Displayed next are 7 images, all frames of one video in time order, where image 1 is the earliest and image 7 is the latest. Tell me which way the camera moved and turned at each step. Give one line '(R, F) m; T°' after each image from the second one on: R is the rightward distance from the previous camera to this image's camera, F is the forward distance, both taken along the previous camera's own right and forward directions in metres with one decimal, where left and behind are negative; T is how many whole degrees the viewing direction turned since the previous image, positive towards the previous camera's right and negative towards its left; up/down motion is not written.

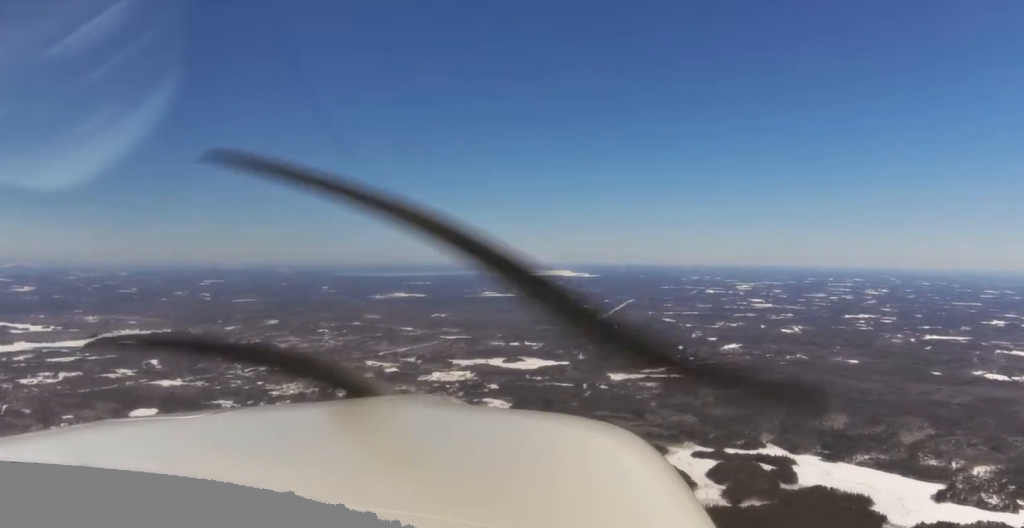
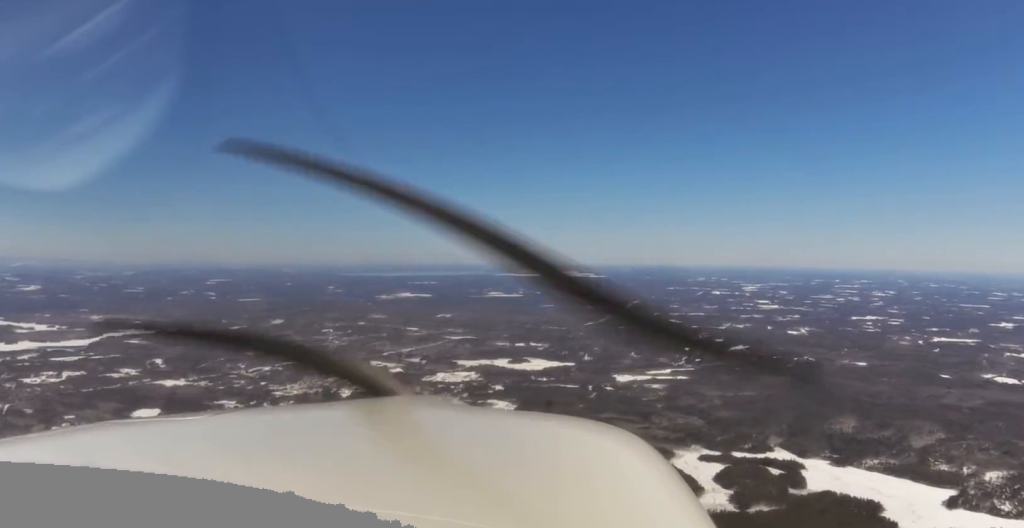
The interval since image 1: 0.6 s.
(0.0, +42.0) m; 0°
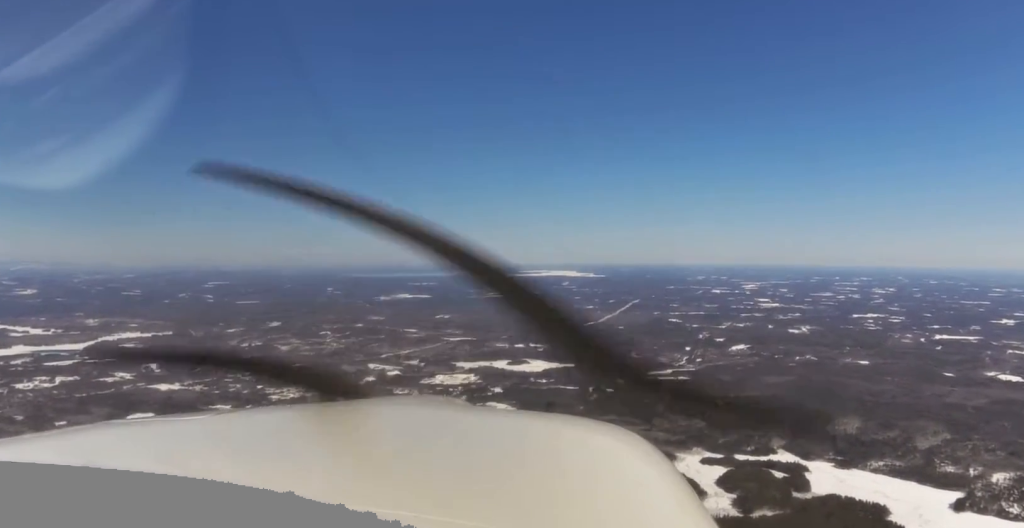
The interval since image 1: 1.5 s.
(0.0, +57.1) m; 0°
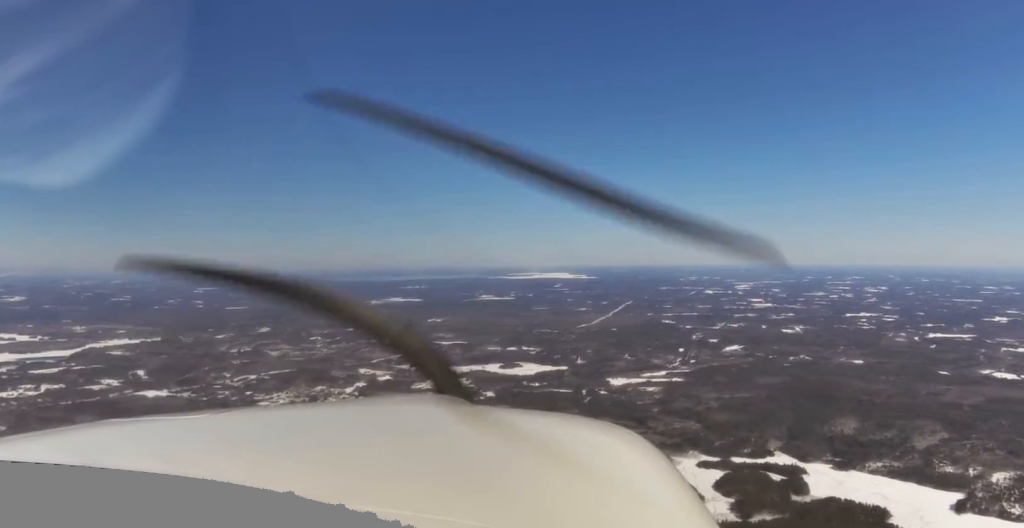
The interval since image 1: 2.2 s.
(-0.2, +46.0) m; -1°
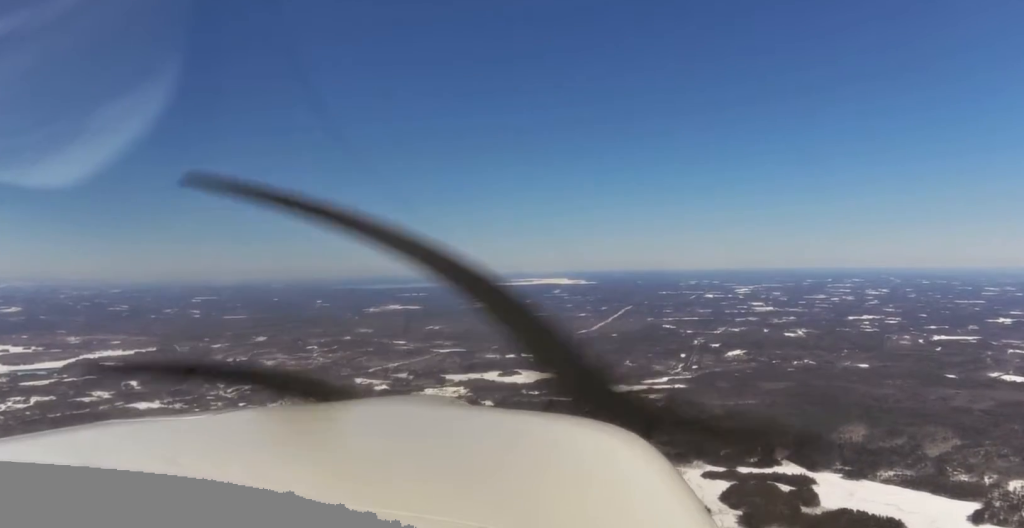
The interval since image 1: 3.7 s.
(-1.7, +101.3) m; -1°
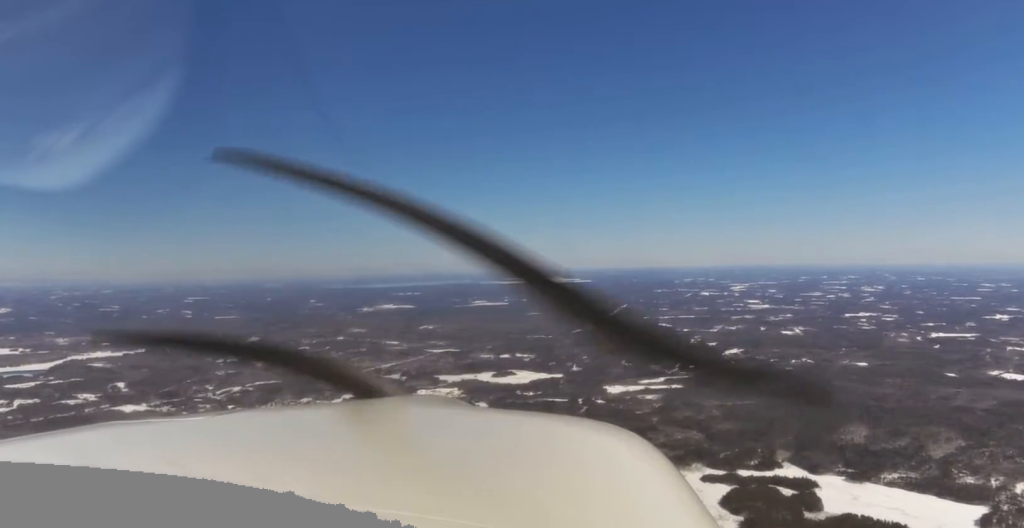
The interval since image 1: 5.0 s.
(+1.4, +84.2) m; +2°
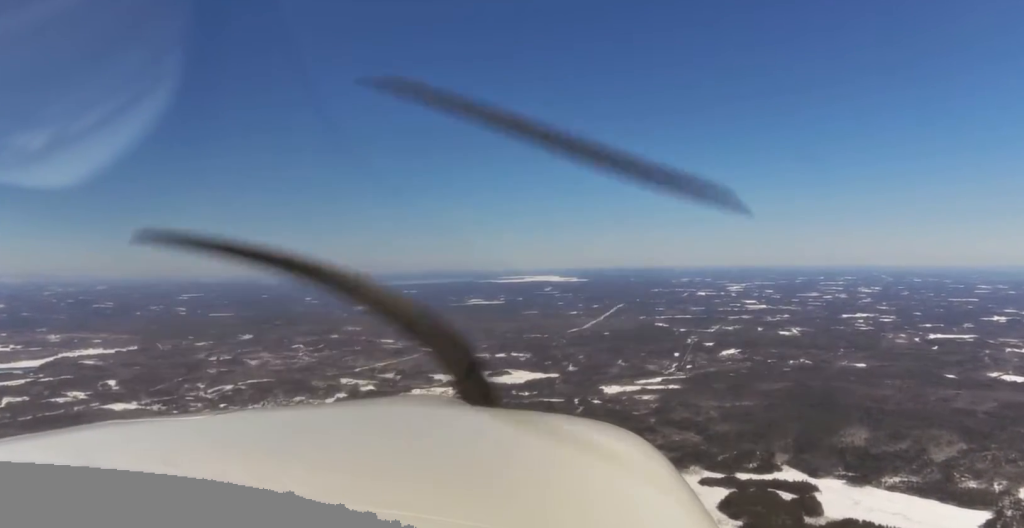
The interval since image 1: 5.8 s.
(+0.5, +55.8) m; 0°
